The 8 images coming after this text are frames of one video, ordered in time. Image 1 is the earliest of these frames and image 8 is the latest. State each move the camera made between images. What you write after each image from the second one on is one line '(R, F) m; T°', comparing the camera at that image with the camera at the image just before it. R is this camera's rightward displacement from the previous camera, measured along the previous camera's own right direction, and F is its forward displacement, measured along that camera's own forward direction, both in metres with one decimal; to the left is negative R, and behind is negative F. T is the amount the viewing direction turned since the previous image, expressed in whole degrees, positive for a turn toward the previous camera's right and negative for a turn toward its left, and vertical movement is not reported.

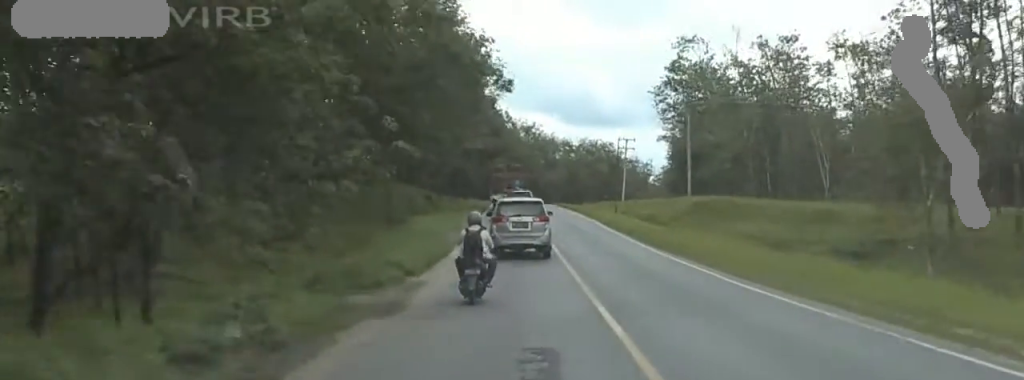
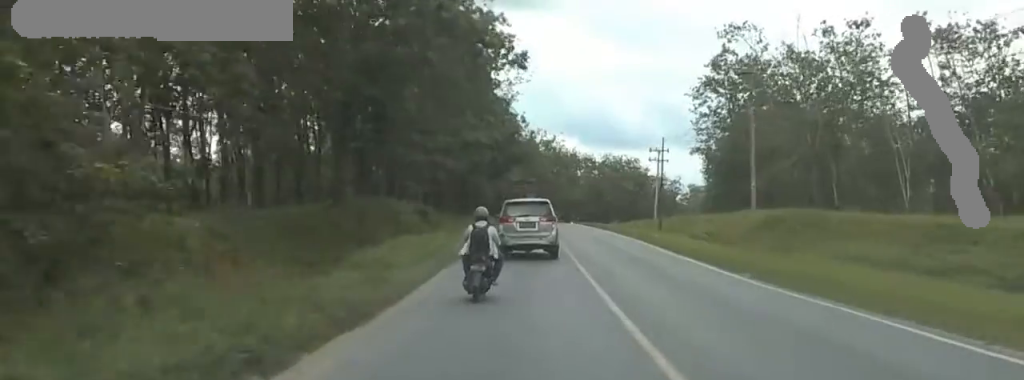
(-1.2, +13.3) m; -2°
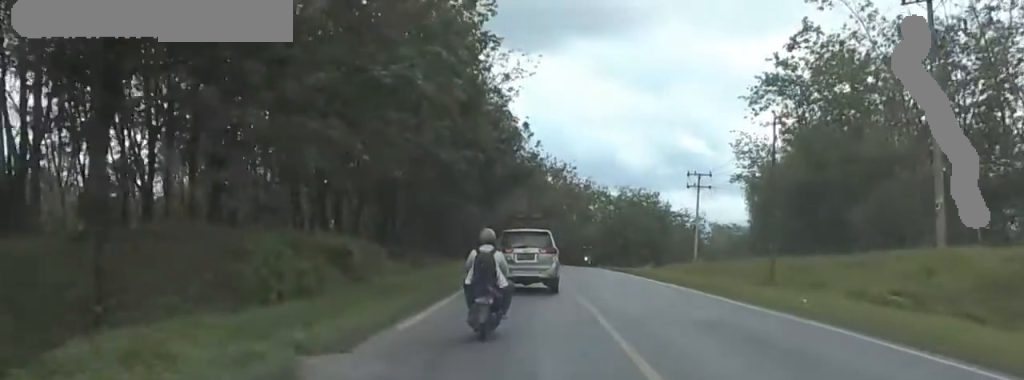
(+2.0, +22.1) m; +7°
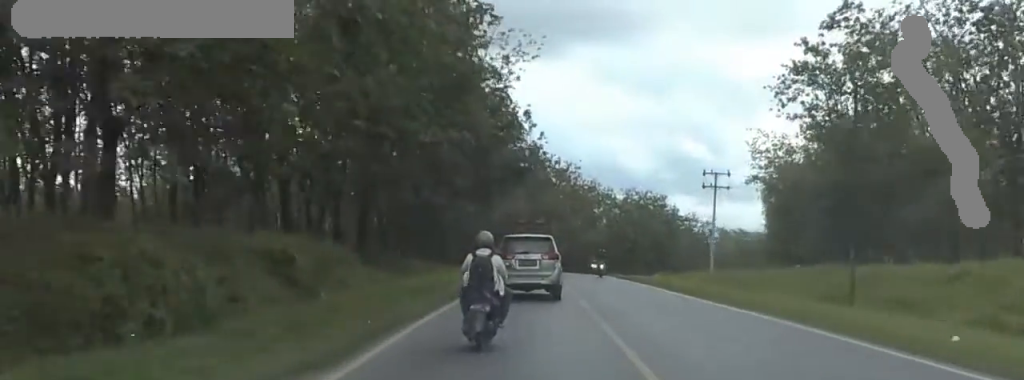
(0.0, +6.9) m; 0°
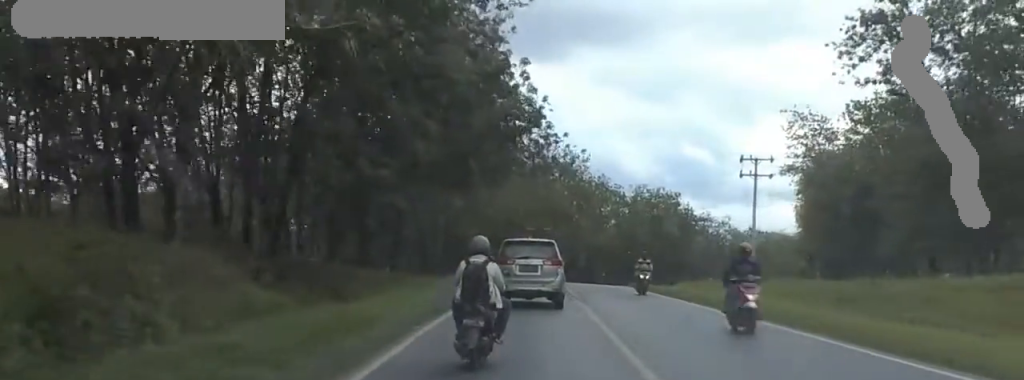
(0.0, +14.3) m; -1°
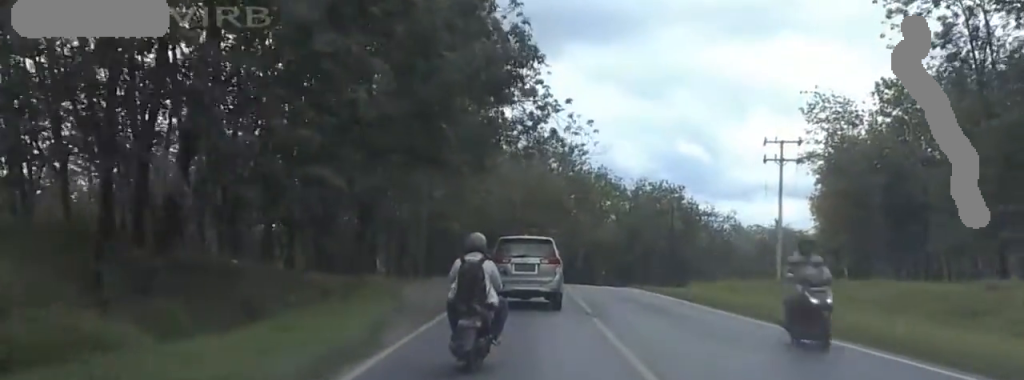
(+0.1, +8.4) m; -2°
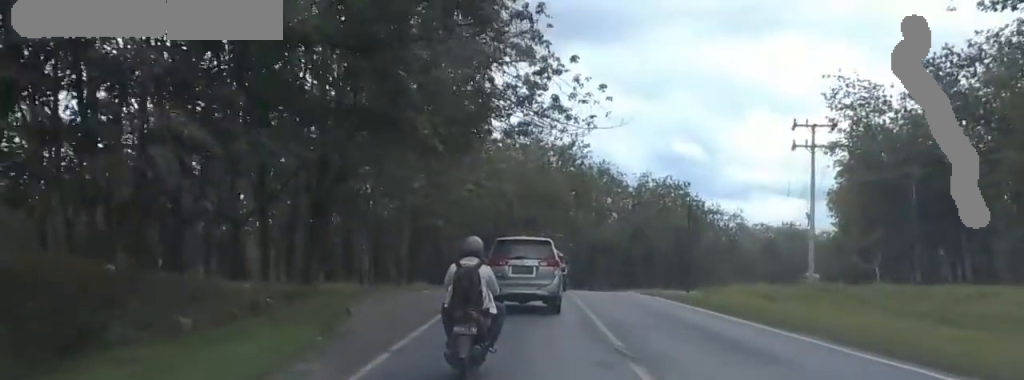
(-0.4, +7.3) m; -2°
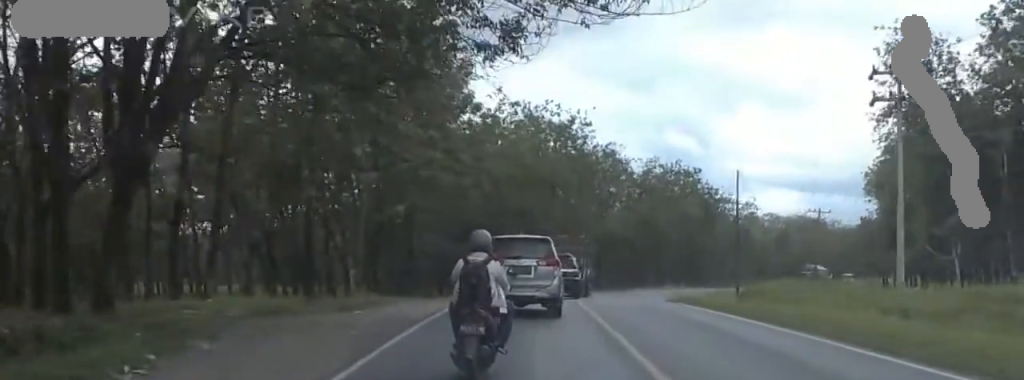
(-0.4, +13.1) m; +1°
